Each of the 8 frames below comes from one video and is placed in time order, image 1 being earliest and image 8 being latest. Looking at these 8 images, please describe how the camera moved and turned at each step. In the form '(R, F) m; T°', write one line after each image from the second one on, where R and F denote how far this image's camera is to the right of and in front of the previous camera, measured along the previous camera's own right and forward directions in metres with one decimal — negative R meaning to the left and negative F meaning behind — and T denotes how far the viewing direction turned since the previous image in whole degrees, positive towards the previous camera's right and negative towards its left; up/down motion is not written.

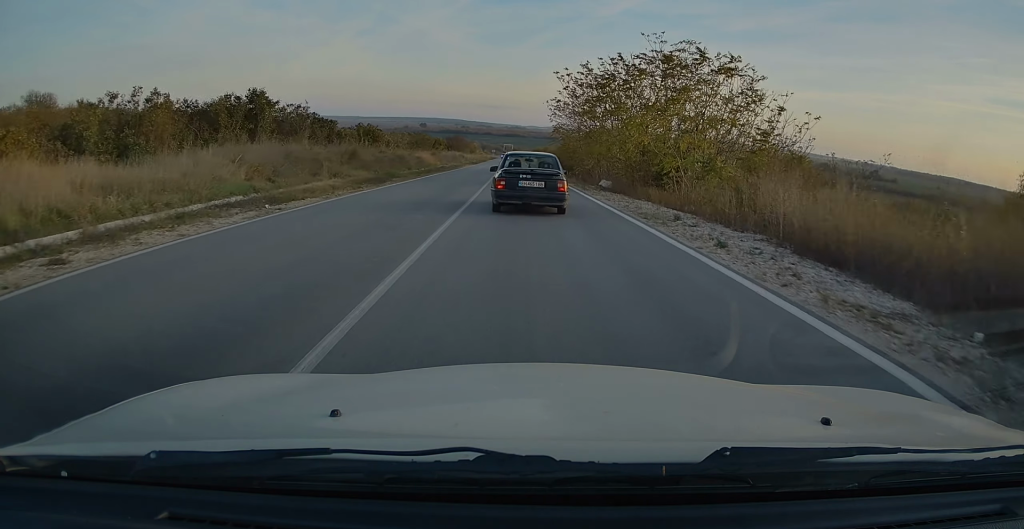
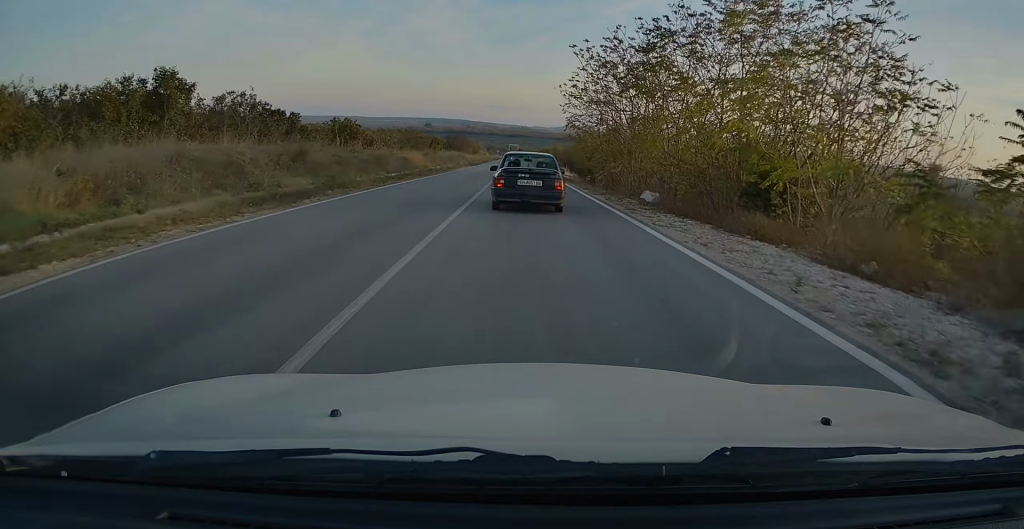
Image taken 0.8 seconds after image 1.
(-0.1, +10.5) m; 0°
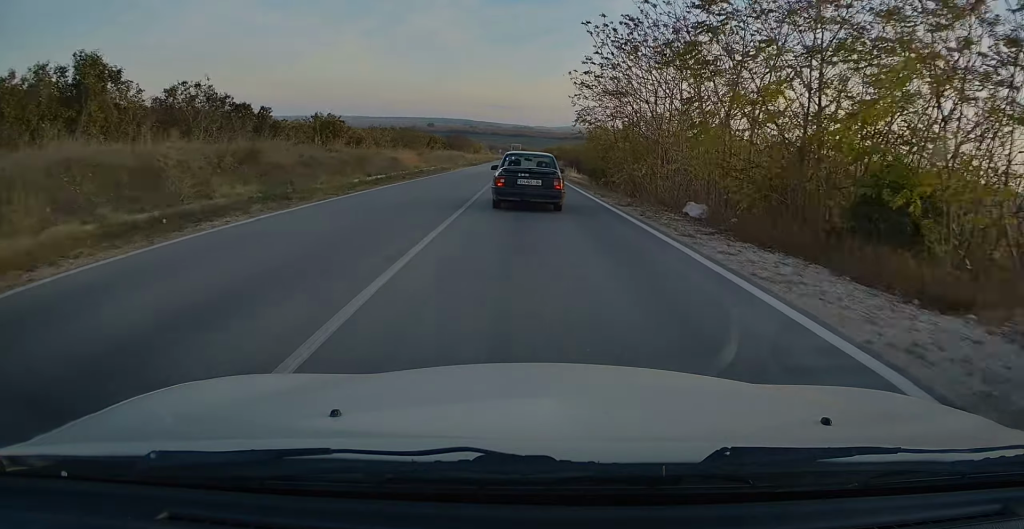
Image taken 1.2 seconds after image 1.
(+0.2, +5.7) m; 0°
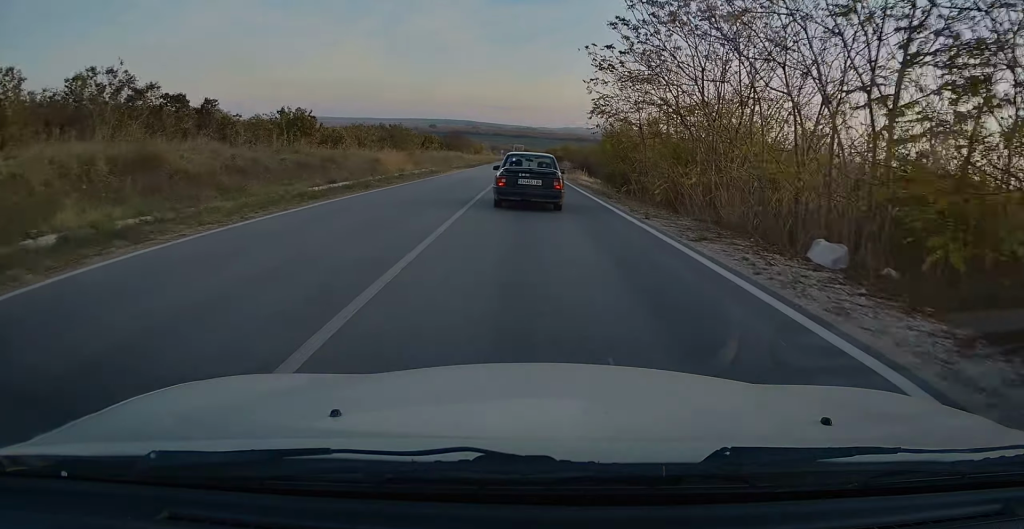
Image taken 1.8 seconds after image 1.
(-0.1, +7.5) m; -1°
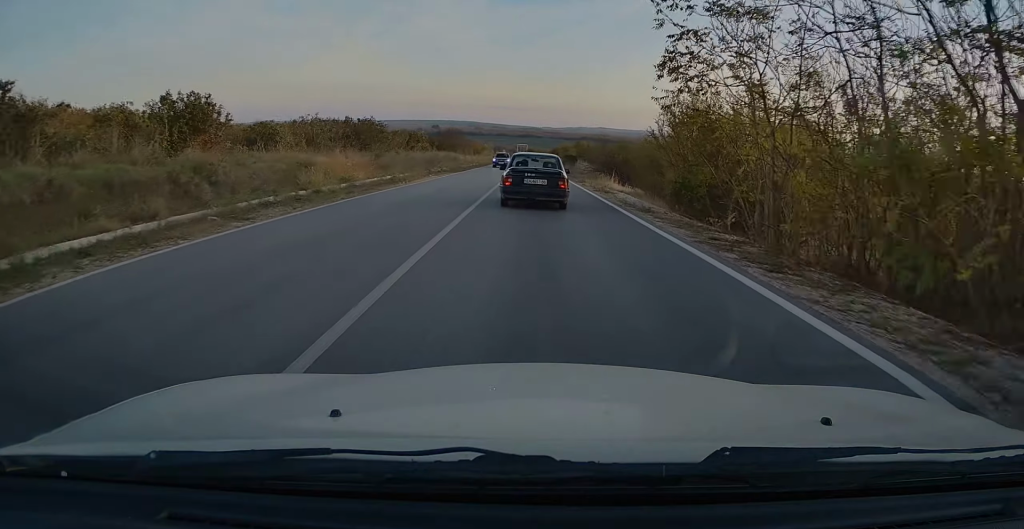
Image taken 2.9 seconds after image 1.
(-0.3, +14.7) m; 0°
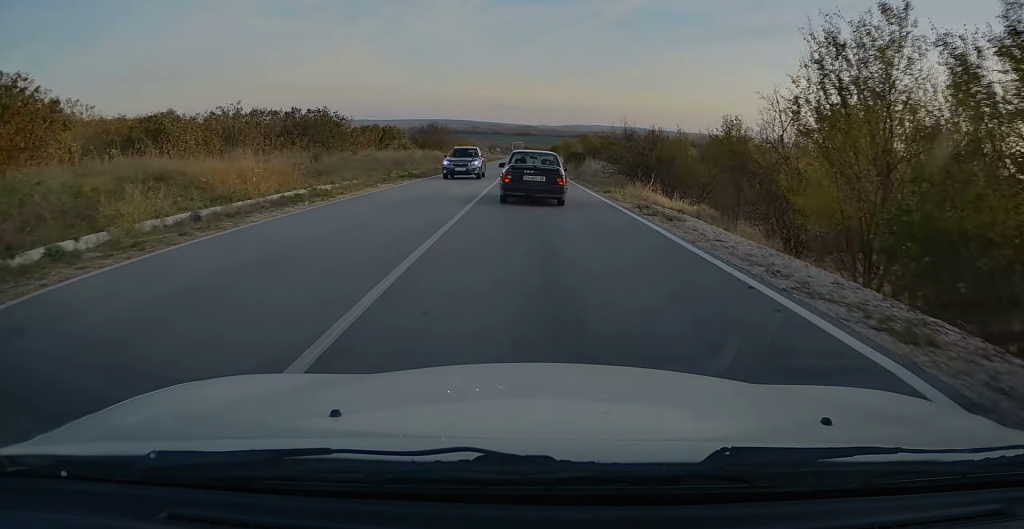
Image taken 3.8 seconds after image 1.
(+0.1, +12.3) m; +1°
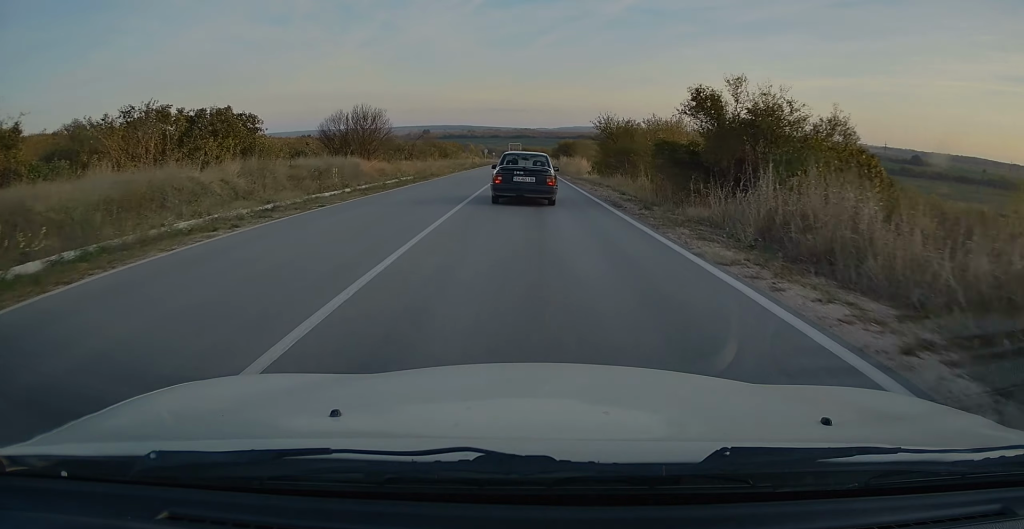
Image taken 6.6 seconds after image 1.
(+0.3, +39.0) m; +1°
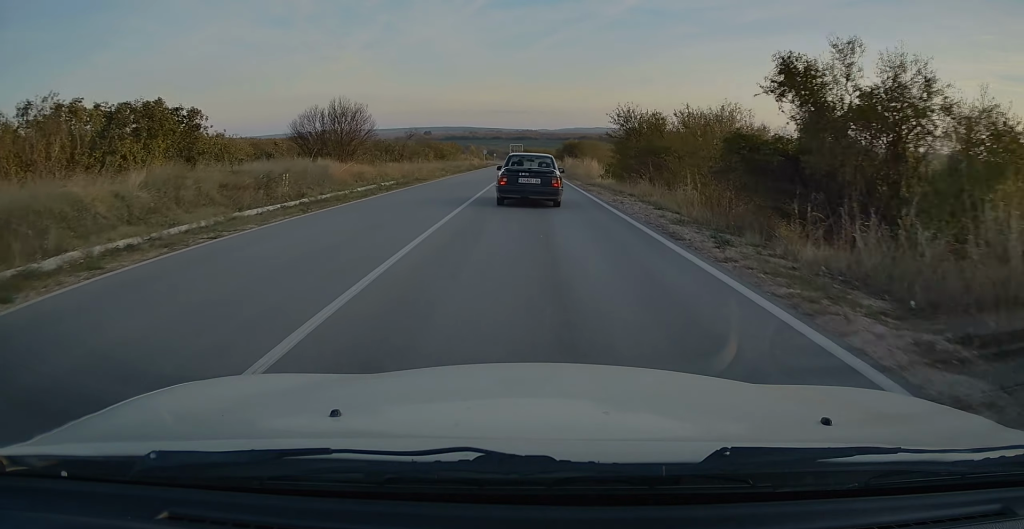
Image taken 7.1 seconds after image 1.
(-0.1, +6.5) m; 0°
